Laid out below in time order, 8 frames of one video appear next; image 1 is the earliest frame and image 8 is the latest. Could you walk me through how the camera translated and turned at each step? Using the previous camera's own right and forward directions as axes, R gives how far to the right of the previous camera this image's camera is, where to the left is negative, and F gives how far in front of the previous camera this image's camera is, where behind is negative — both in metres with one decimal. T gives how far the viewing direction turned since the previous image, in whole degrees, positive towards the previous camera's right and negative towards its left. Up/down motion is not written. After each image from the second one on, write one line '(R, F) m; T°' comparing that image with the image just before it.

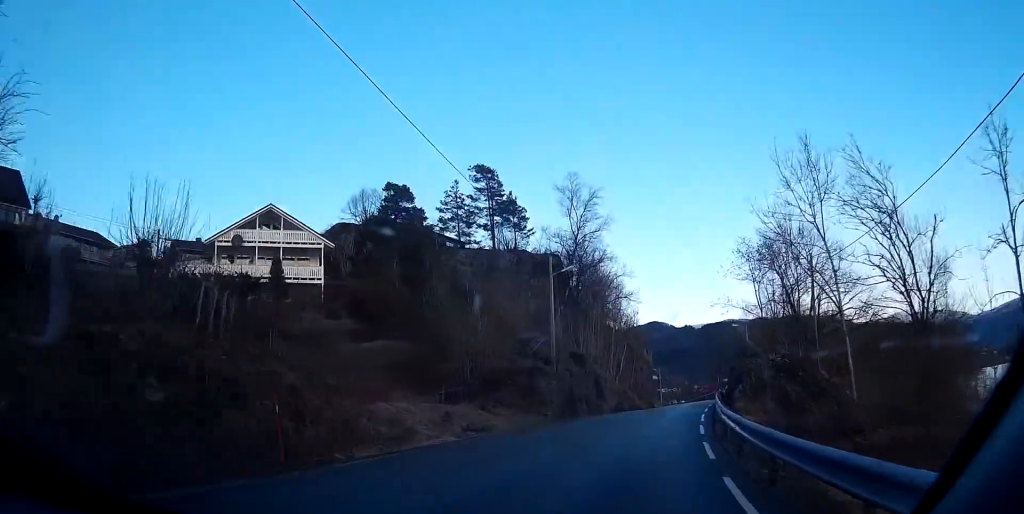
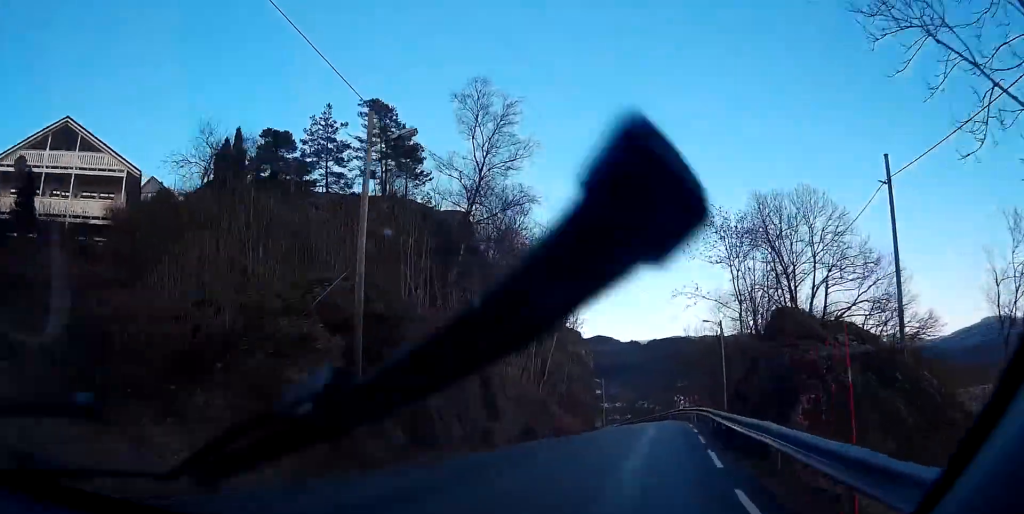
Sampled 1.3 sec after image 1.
(0.0, +20.9) m; 0°
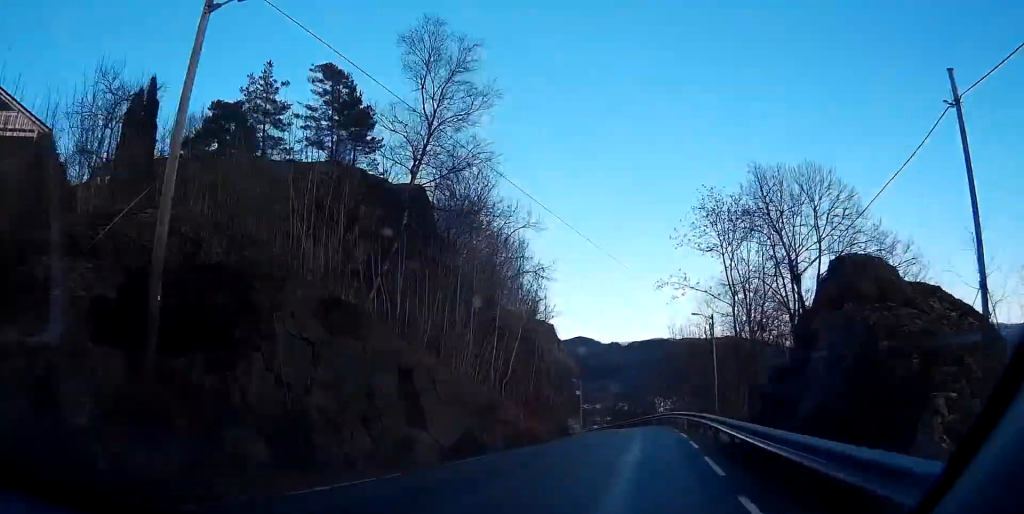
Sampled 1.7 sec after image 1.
(0.0, +7.0) m; 0°
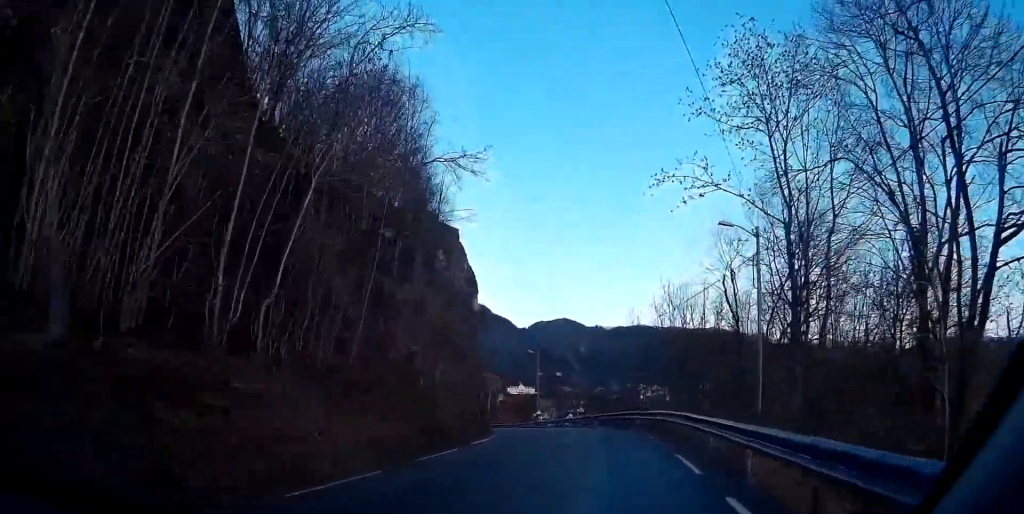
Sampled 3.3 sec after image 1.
(0.0, +26.1) m; 0°
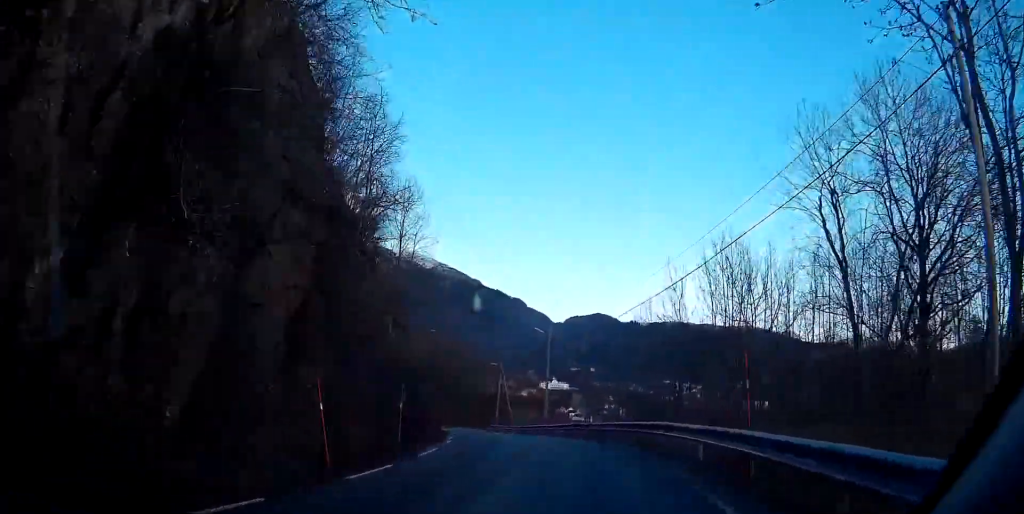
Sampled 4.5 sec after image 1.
(0.0, +17.8) m; 0°
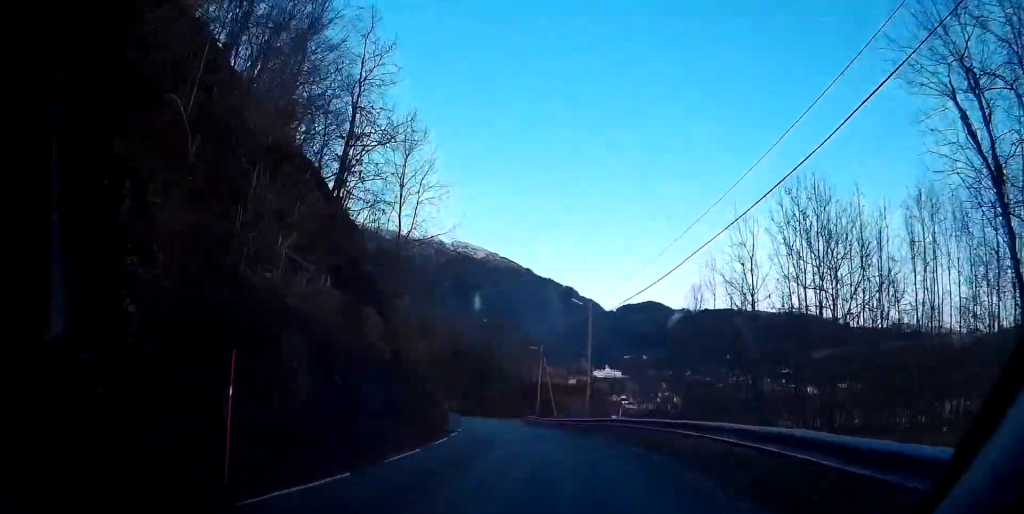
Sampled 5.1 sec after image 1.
(0.0, +10.4) m; 0°
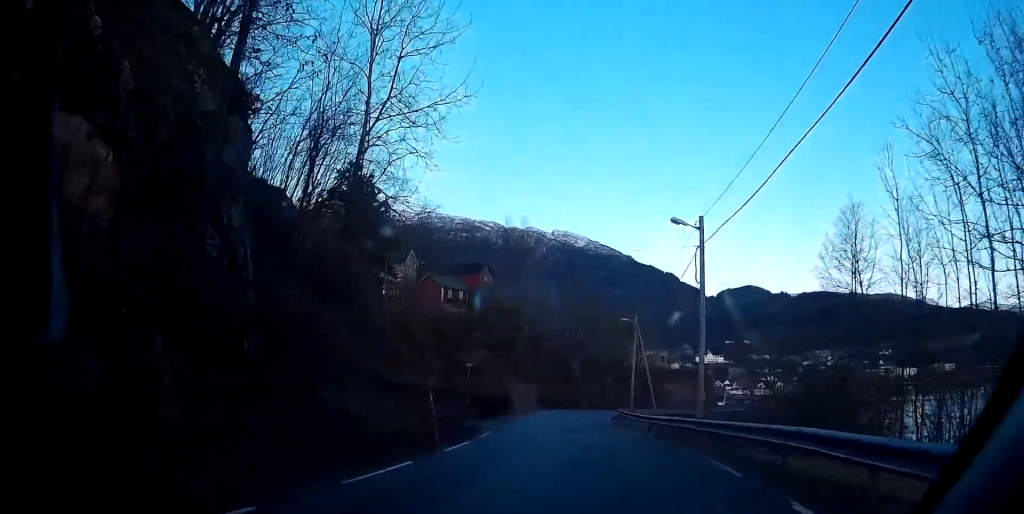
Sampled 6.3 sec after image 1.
(0.0, +17.6) m; 0°
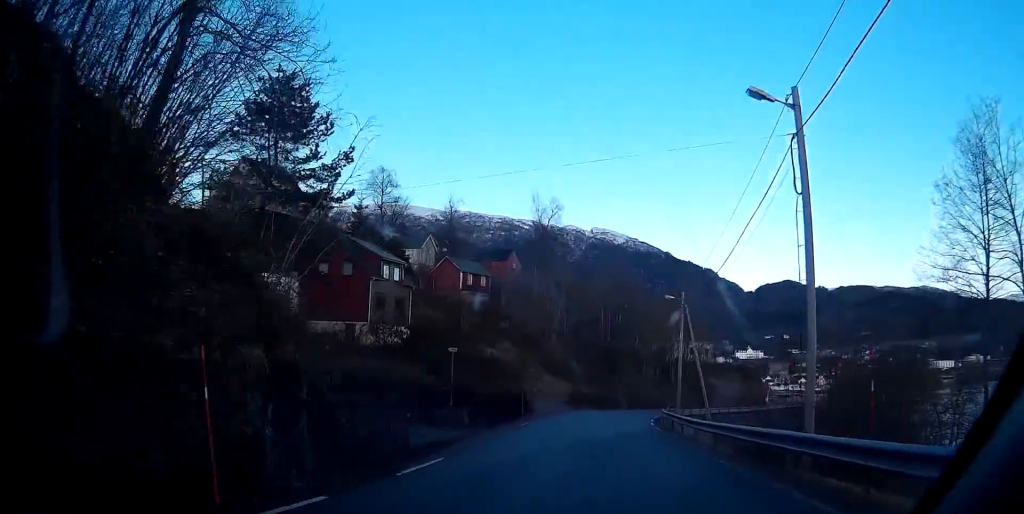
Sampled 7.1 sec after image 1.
(0.0, +11.0) m; 0°
